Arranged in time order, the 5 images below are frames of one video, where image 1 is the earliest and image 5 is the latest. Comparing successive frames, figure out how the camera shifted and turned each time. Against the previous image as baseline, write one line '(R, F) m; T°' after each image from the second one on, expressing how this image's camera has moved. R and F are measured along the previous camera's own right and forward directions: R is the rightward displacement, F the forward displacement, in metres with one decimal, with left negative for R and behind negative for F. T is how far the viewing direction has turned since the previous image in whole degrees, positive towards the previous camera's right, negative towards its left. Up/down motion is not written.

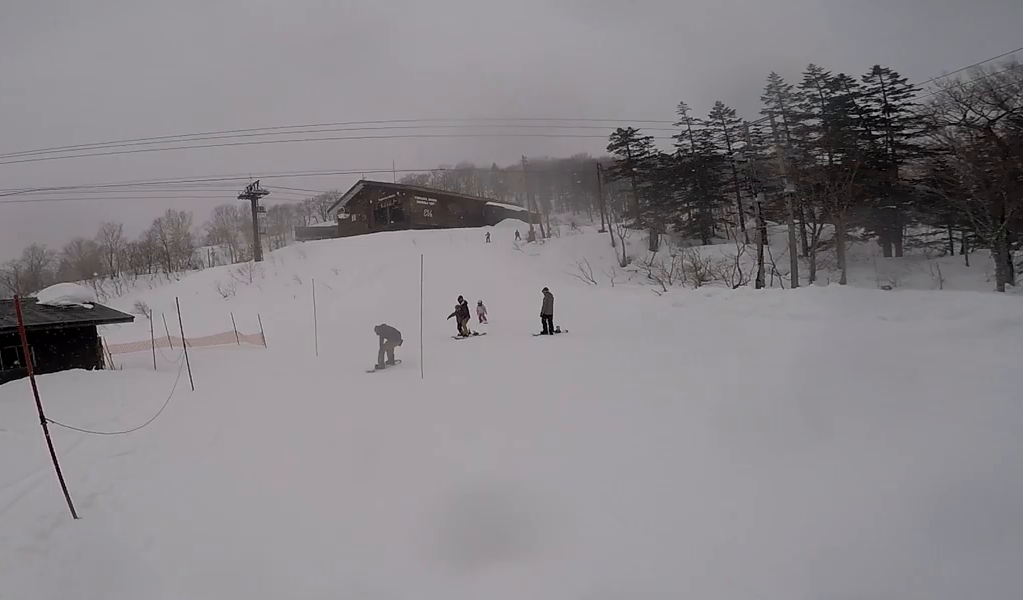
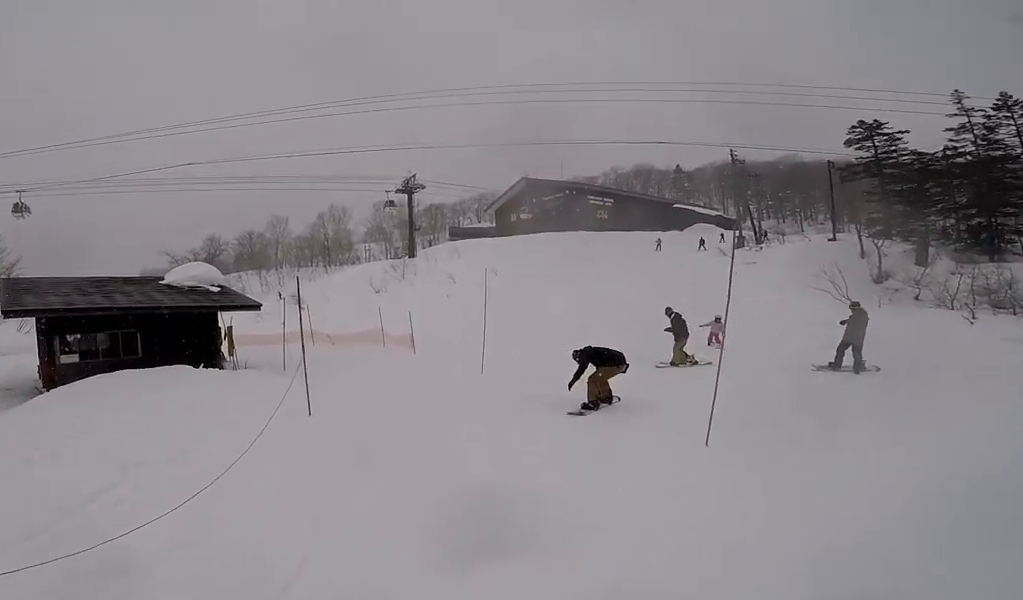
(-1.2, +3.8) m; -18°
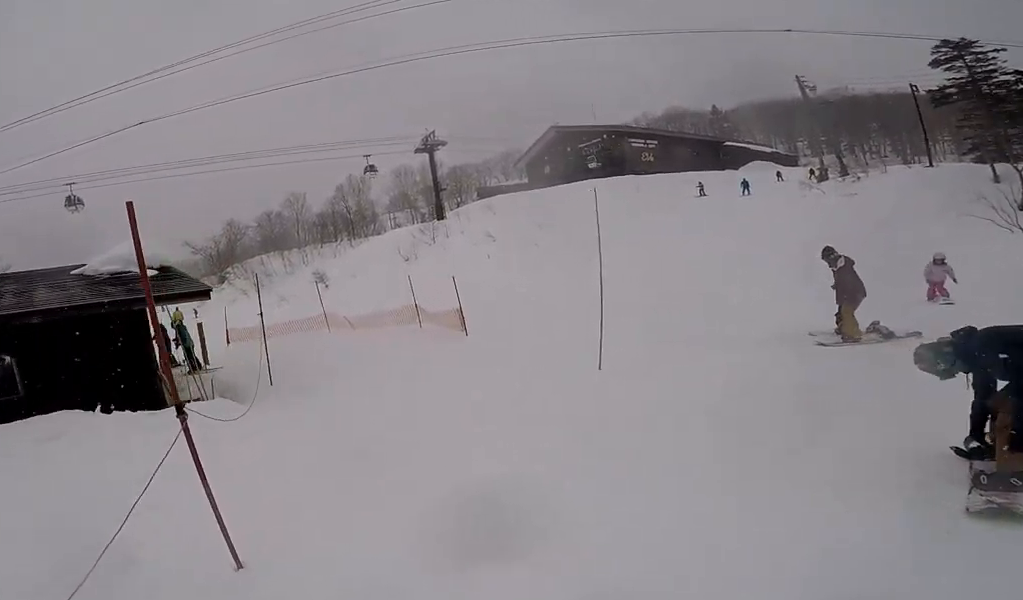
(0.0, +4.7) m; 0°
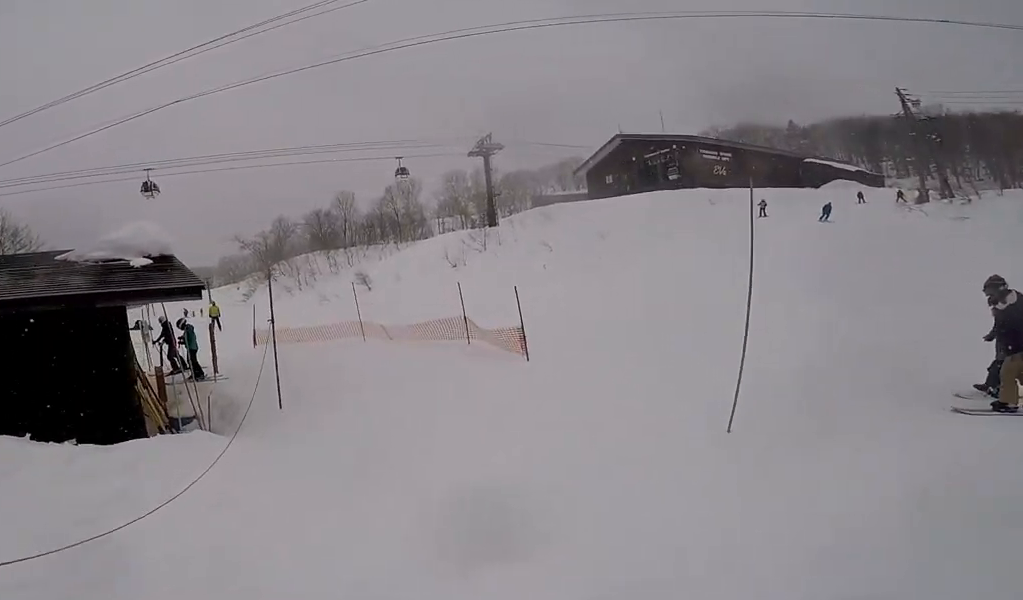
(0.0, +1.8) m; 0°
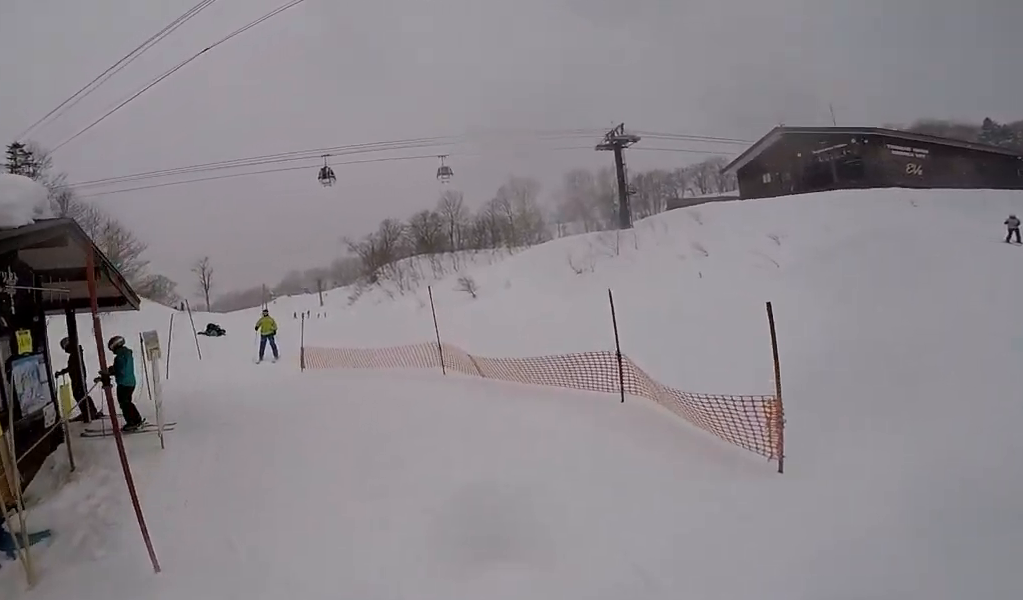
(0.0, +4.2) m; -12°
